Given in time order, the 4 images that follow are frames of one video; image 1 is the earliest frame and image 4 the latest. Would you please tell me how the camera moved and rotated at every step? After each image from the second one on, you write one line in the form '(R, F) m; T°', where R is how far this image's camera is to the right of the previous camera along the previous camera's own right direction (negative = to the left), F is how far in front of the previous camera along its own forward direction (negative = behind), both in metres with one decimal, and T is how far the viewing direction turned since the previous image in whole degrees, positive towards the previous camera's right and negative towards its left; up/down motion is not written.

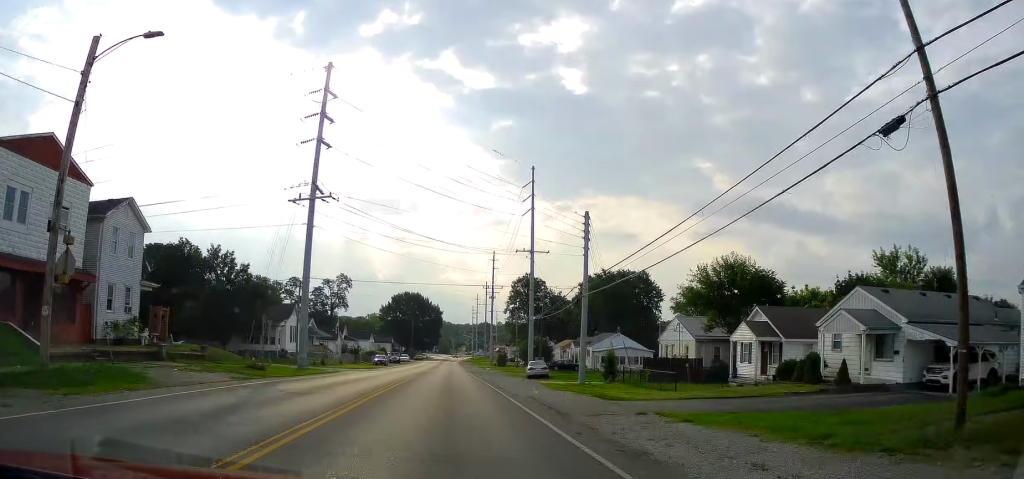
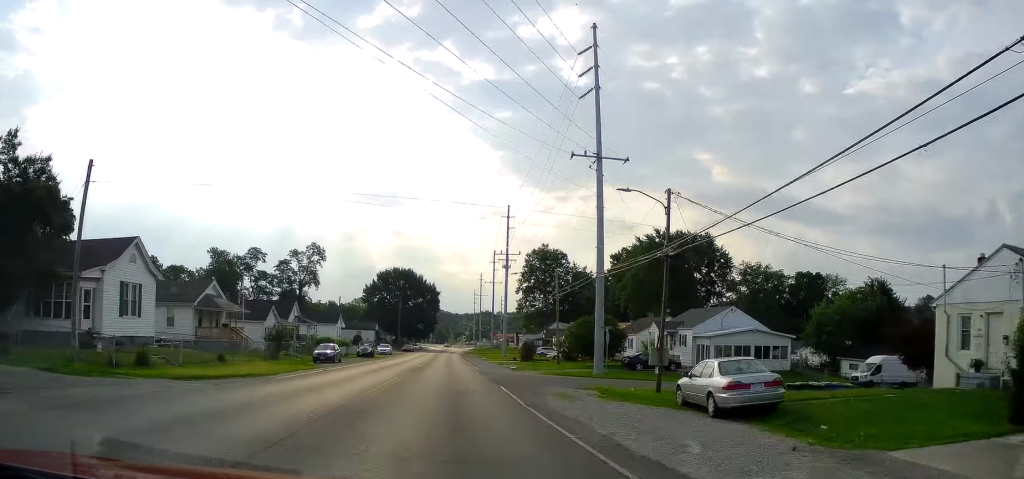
(0.0, +34.7) m; 0°
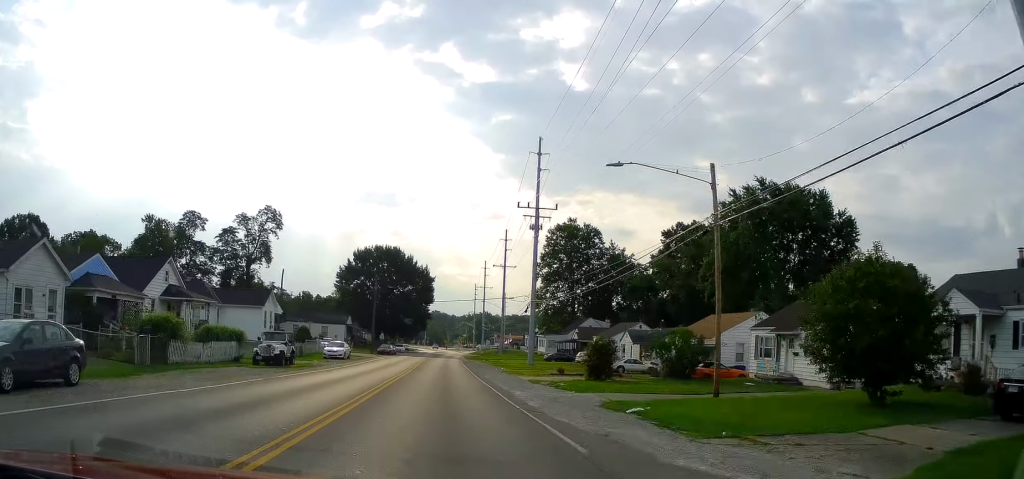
(0.0, +34.7) m; 0°
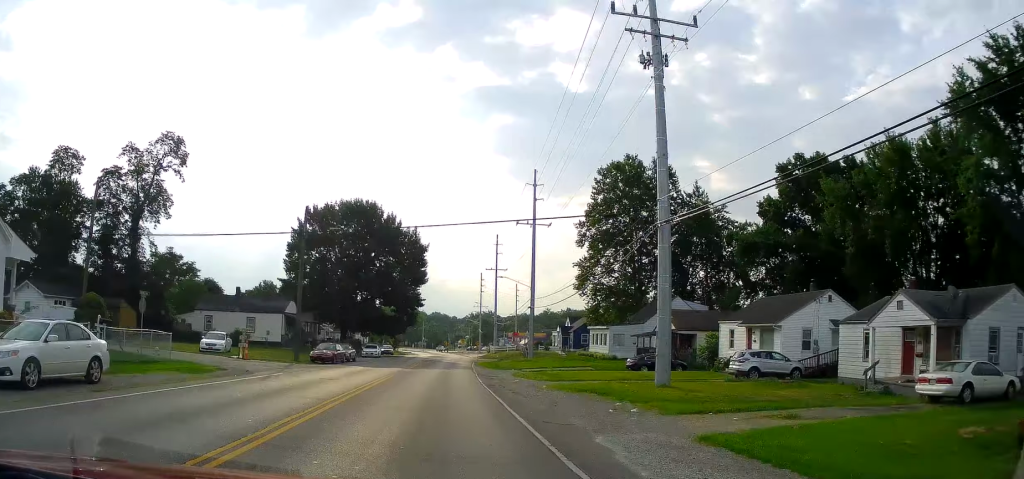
(+0.8, +39.4) m; 0°
